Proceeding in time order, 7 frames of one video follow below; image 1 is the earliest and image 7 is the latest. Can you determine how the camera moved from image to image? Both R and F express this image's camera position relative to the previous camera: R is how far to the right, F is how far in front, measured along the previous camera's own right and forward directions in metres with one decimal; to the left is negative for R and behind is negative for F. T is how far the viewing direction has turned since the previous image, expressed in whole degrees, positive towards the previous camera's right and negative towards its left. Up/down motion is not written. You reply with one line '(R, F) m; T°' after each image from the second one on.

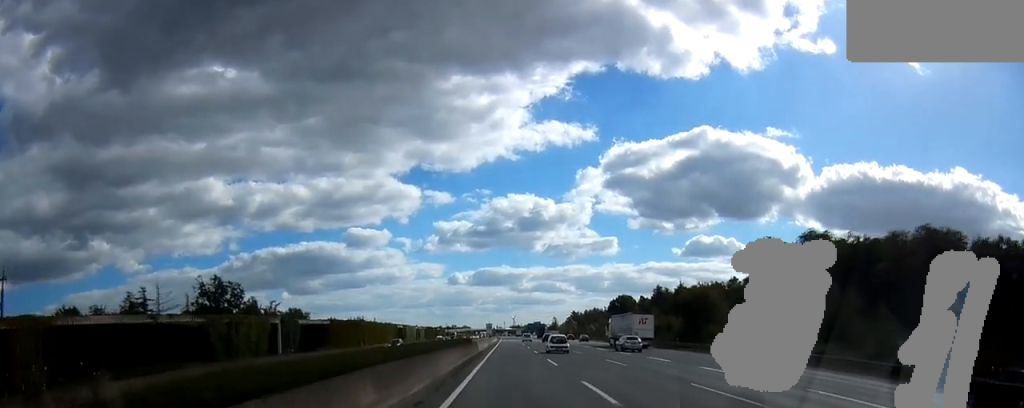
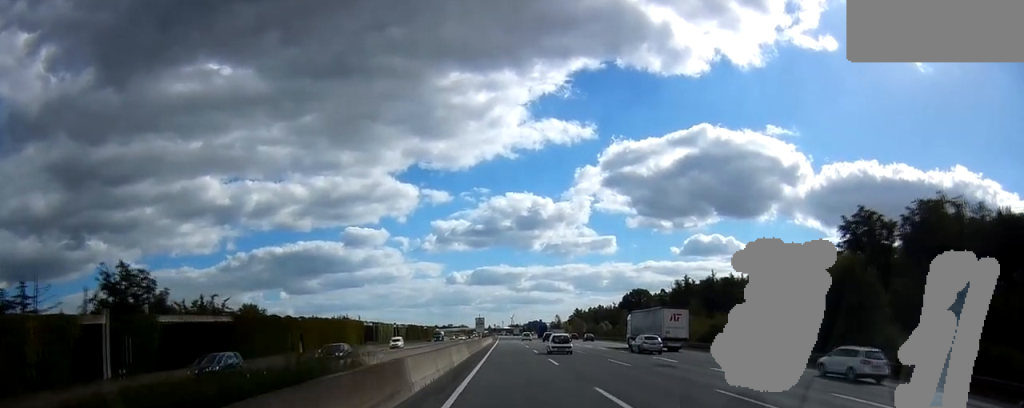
(-0.1, +37.1) m; 0°
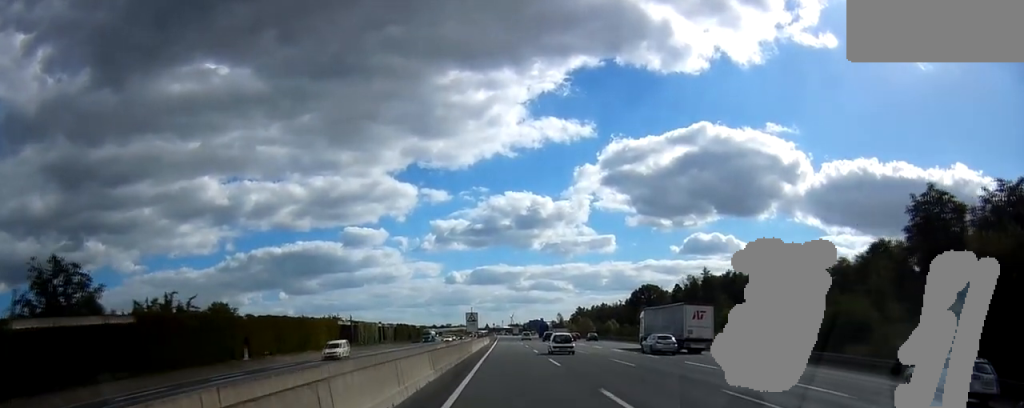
(0.0, +19.2) m; 0°
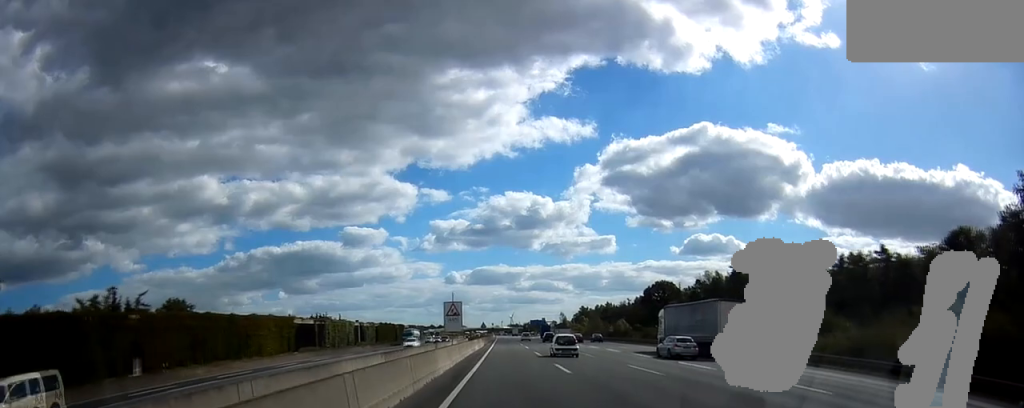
(+0.1, +22.7) m; 0°
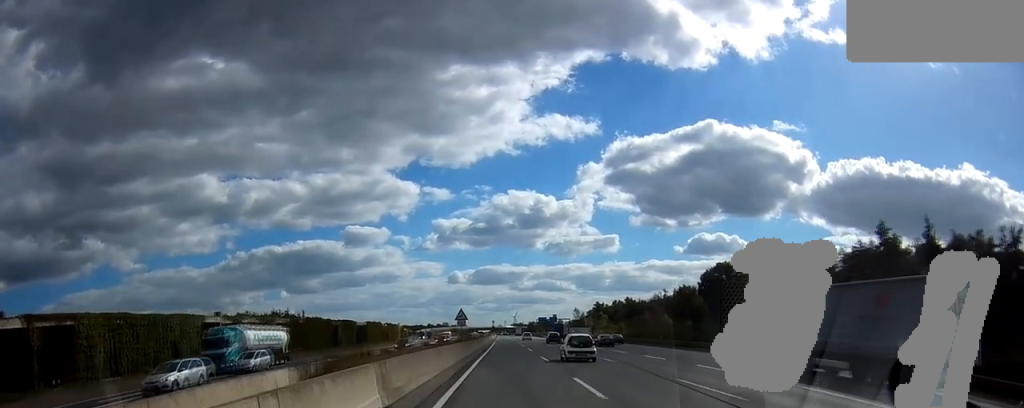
(+0.1, +63.1) m; 0°
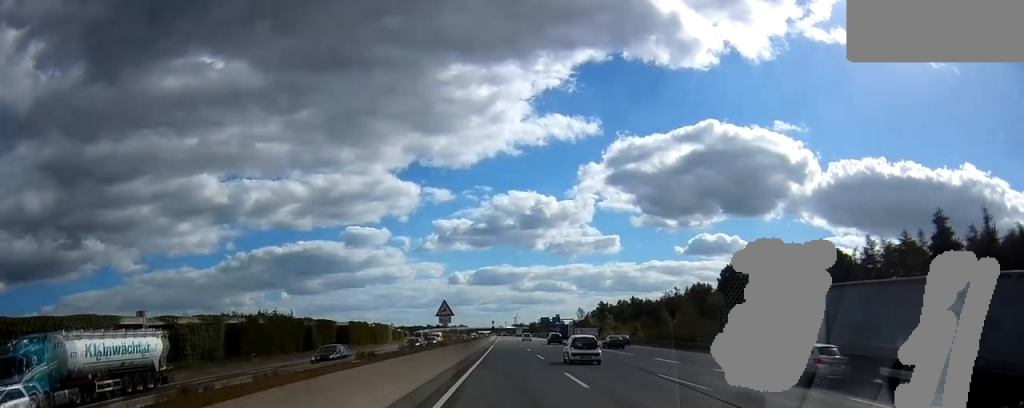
(+0.1, +15.0) m; 0°
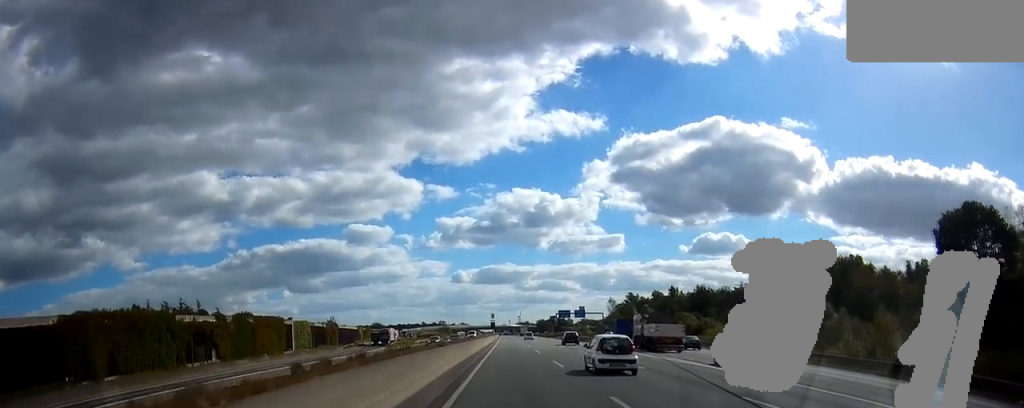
(-1.4, +81.1) m; -1°
